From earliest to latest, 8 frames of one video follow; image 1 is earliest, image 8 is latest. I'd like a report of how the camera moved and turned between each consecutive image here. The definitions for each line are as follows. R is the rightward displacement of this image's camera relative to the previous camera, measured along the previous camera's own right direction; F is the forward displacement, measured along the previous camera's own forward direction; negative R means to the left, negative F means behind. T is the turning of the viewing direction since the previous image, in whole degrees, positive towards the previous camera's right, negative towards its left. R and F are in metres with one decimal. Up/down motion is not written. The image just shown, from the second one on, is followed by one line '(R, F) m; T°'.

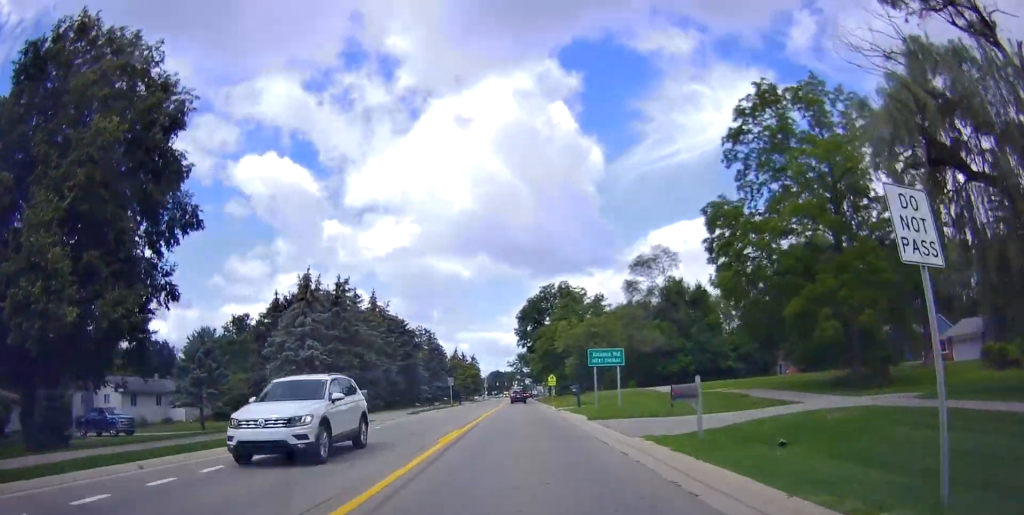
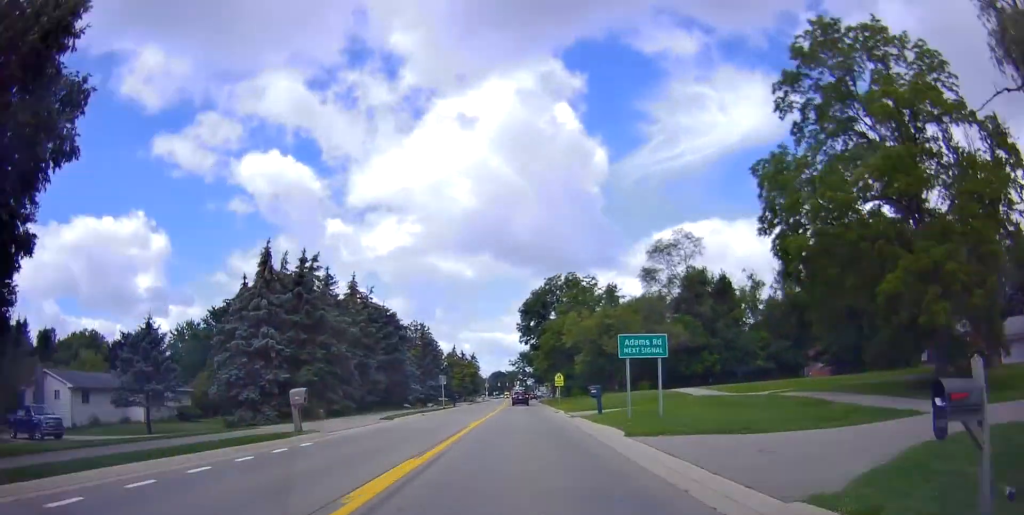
(0.0, +8.3) m; -1°
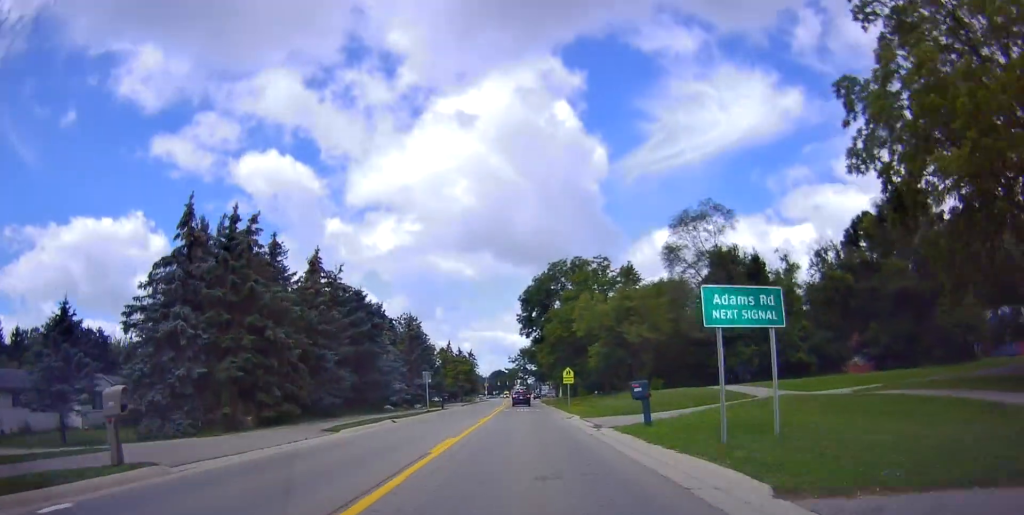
(+0.1, +9.9) m; -1°
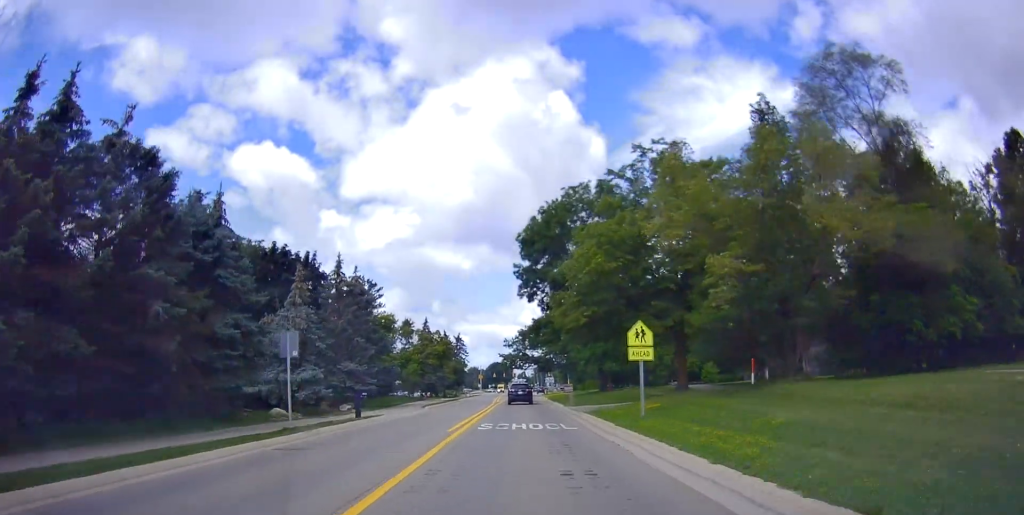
(-0.9, +28.0) m; -2°
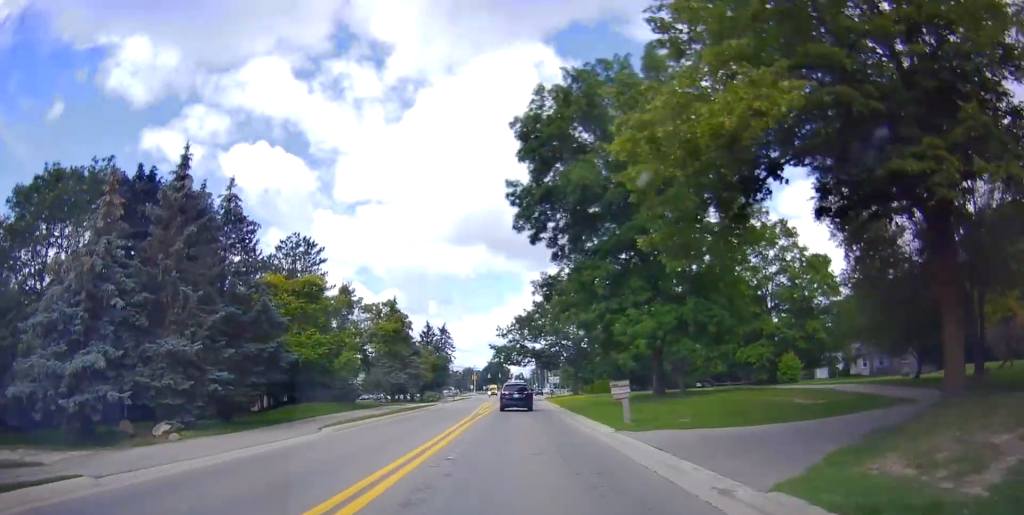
(-0.1, +24.7) m; 0°
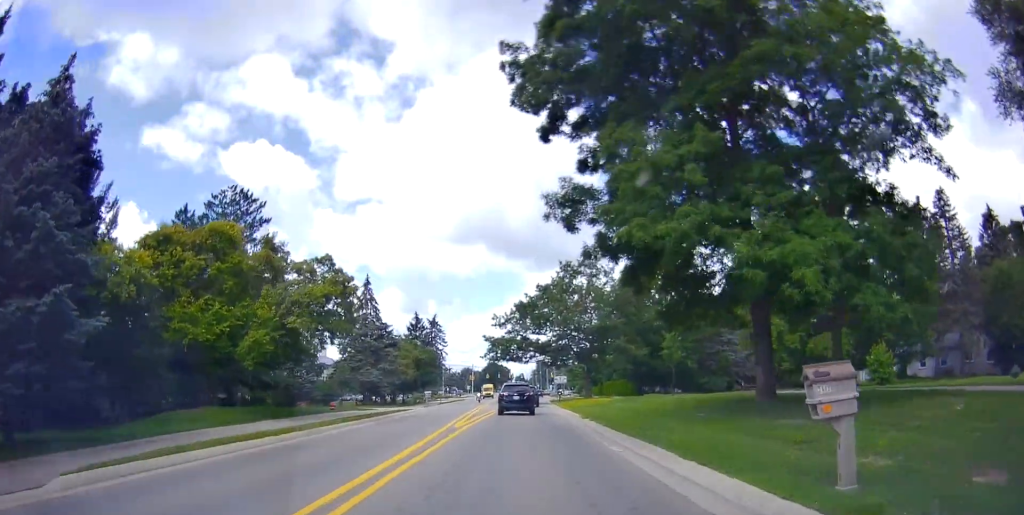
(+0.3, +16.2) m; +3°
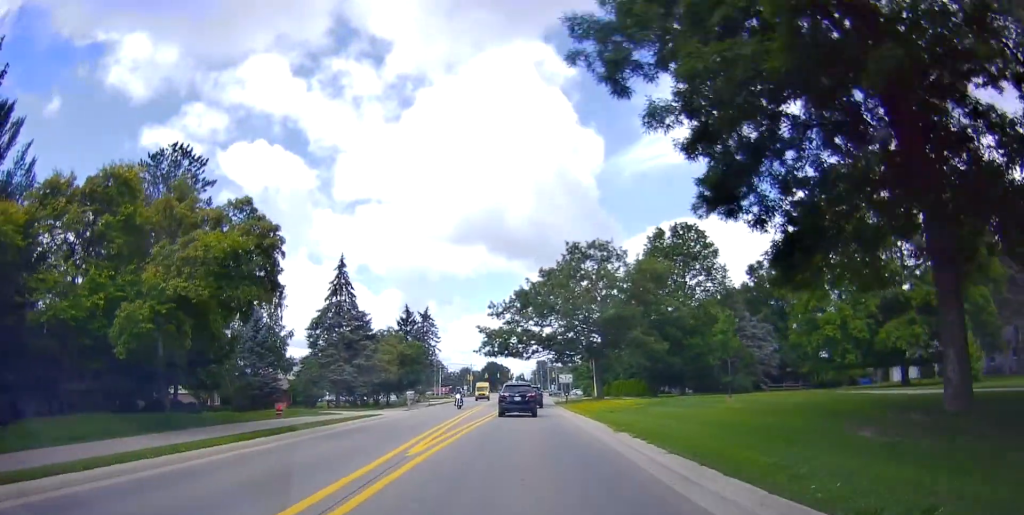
(+0.2, +10.0) m; +1°
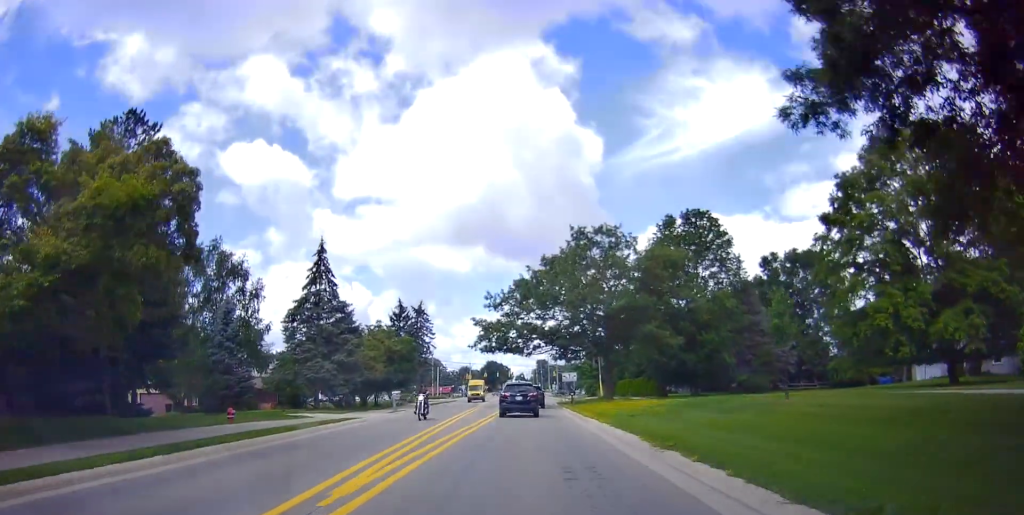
(0.0, +6.0) m; 0°
